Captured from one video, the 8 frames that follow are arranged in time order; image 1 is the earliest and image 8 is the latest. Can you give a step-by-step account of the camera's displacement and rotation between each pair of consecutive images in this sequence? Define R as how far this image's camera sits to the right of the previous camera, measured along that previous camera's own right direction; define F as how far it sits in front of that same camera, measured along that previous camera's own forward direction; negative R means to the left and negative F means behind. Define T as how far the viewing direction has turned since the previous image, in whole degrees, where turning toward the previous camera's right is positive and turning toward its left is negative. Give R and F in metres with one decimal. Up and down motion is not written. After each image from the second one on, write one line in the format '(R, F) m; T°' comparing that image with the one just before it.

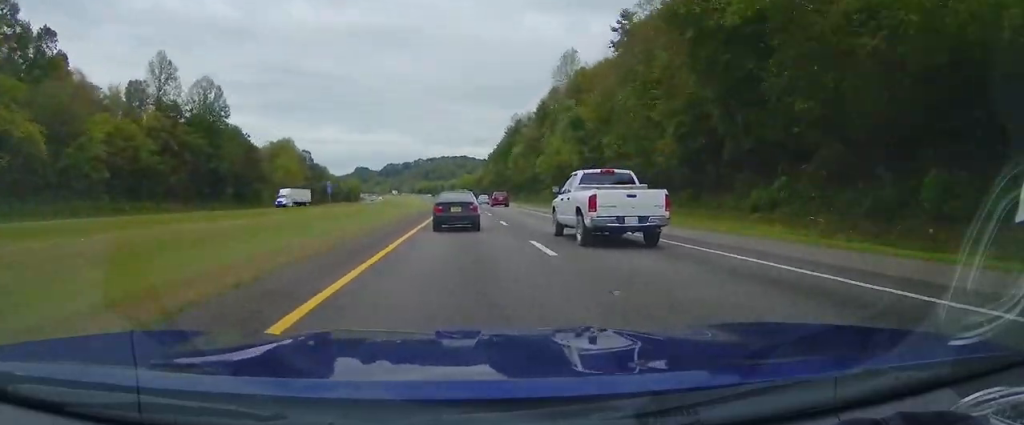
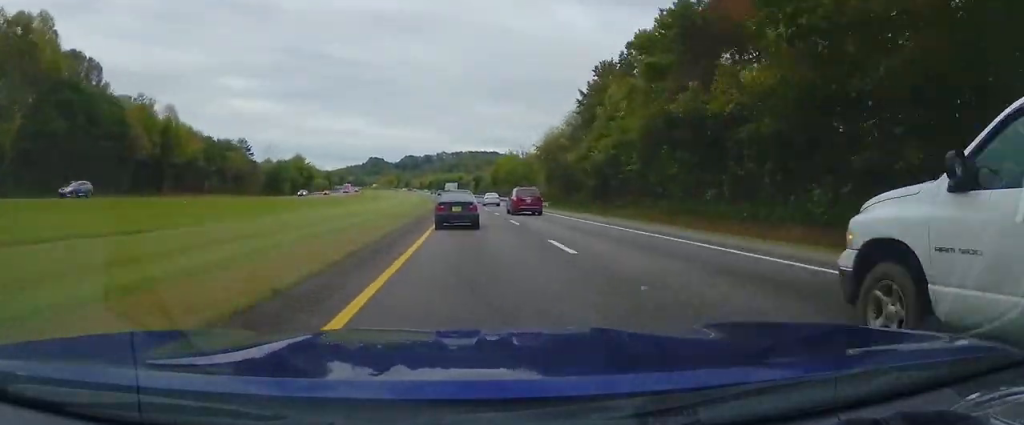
(-4.3, +176.1) m; -4°
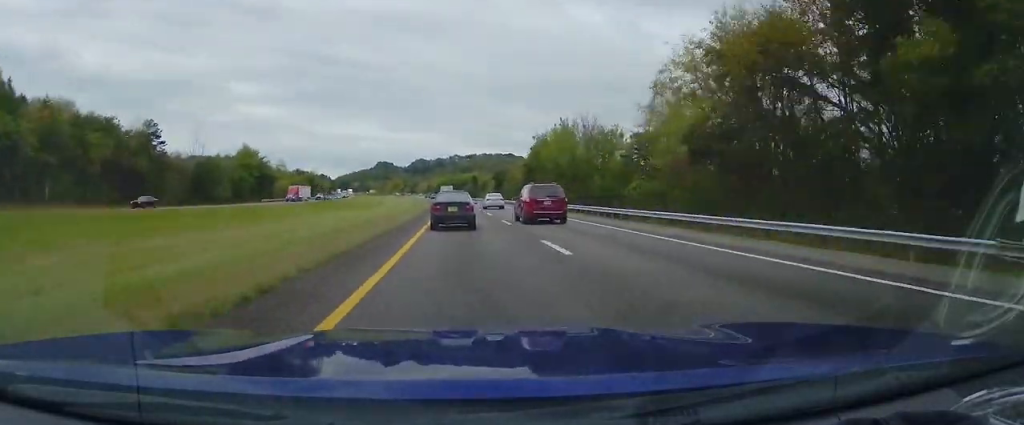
(0.0, +61.9) m; -2°
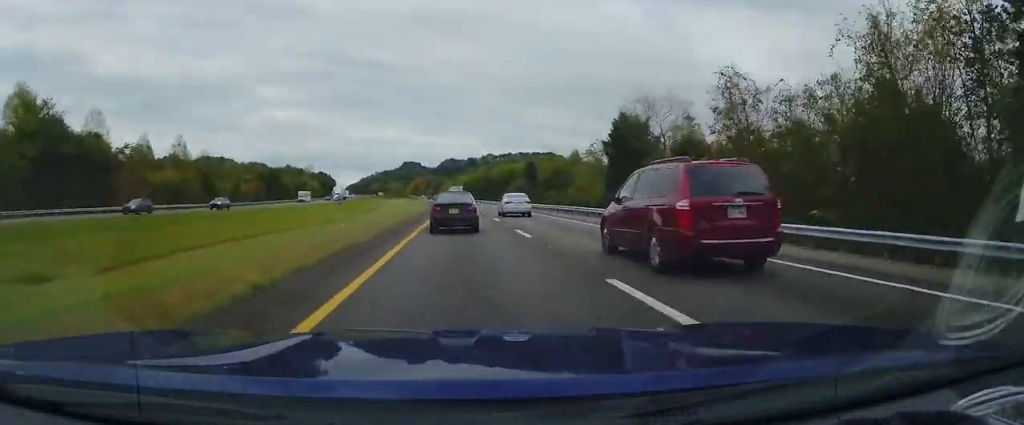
(-3.0, +92.5) m; -3°
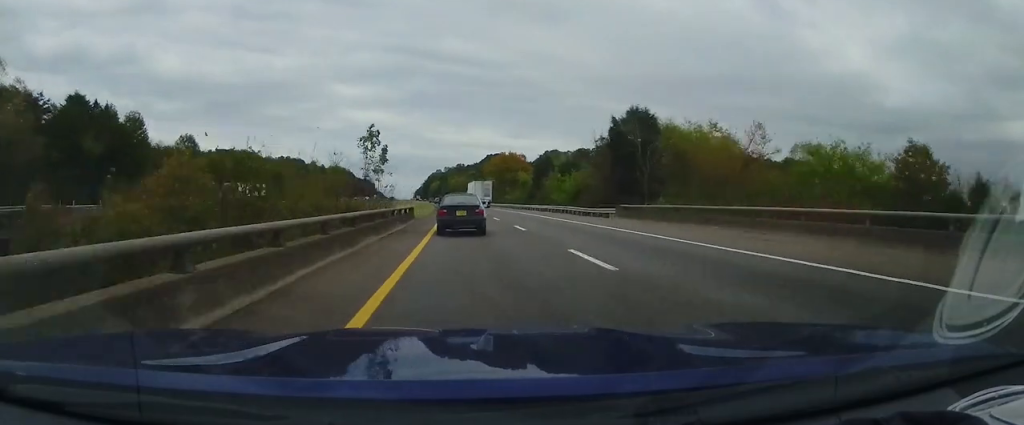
(-24.7, +280.5) m; -10°
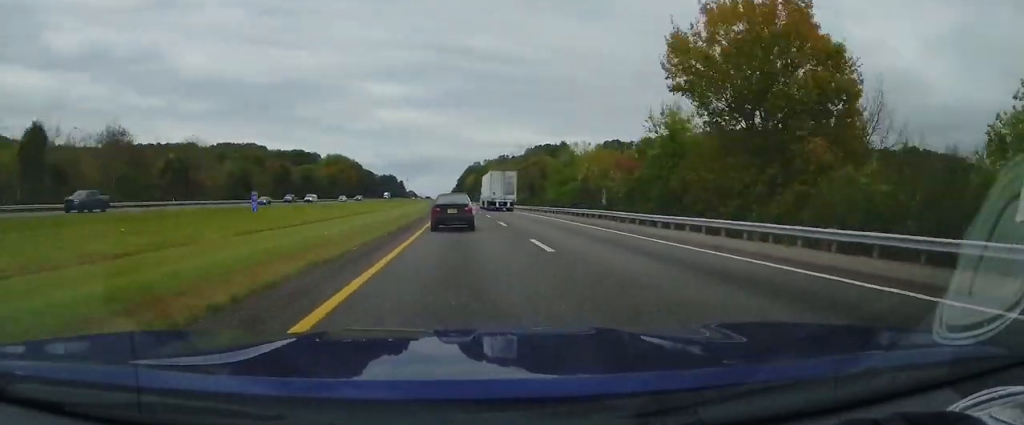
(-3.4, +118.0) m; -2°
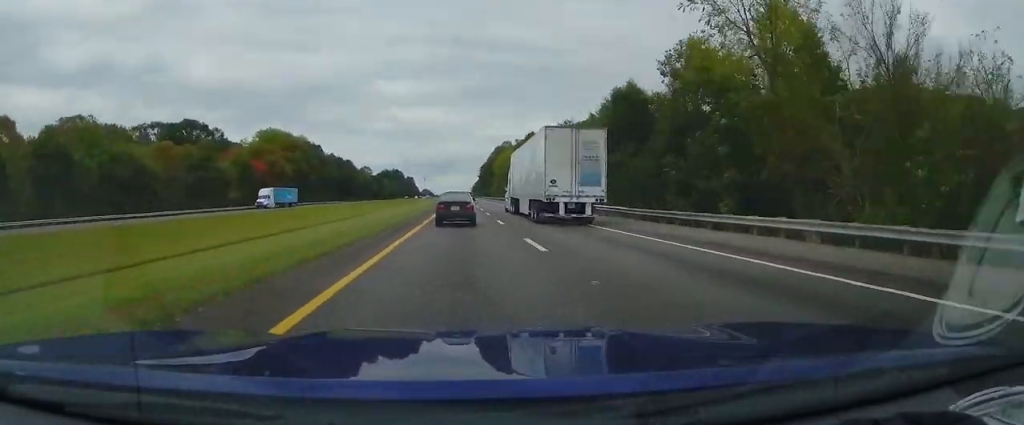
(-1.8, +136.3) m; -1°
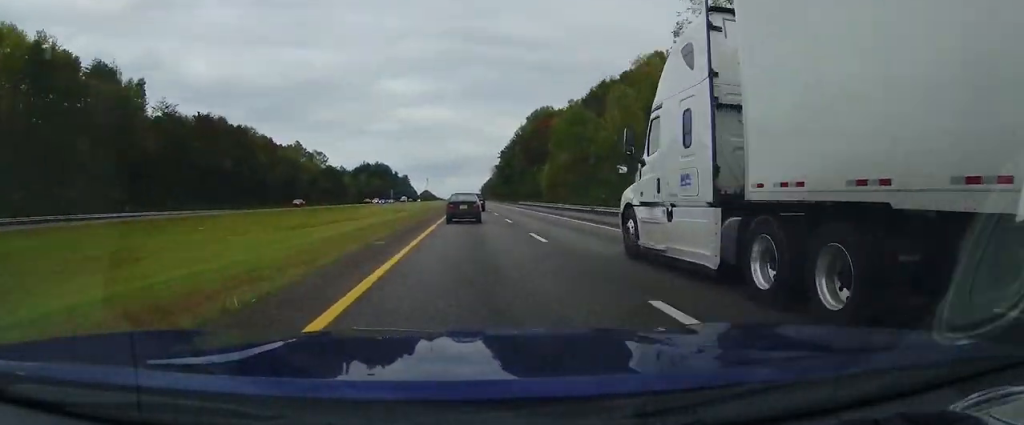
(-0.7, +132.3) m; 0°
